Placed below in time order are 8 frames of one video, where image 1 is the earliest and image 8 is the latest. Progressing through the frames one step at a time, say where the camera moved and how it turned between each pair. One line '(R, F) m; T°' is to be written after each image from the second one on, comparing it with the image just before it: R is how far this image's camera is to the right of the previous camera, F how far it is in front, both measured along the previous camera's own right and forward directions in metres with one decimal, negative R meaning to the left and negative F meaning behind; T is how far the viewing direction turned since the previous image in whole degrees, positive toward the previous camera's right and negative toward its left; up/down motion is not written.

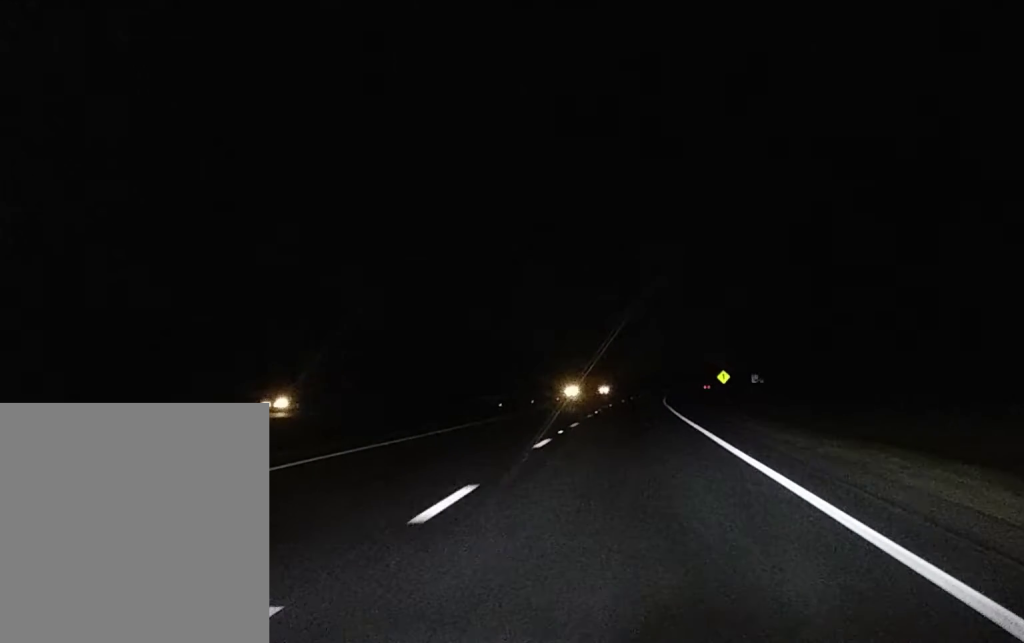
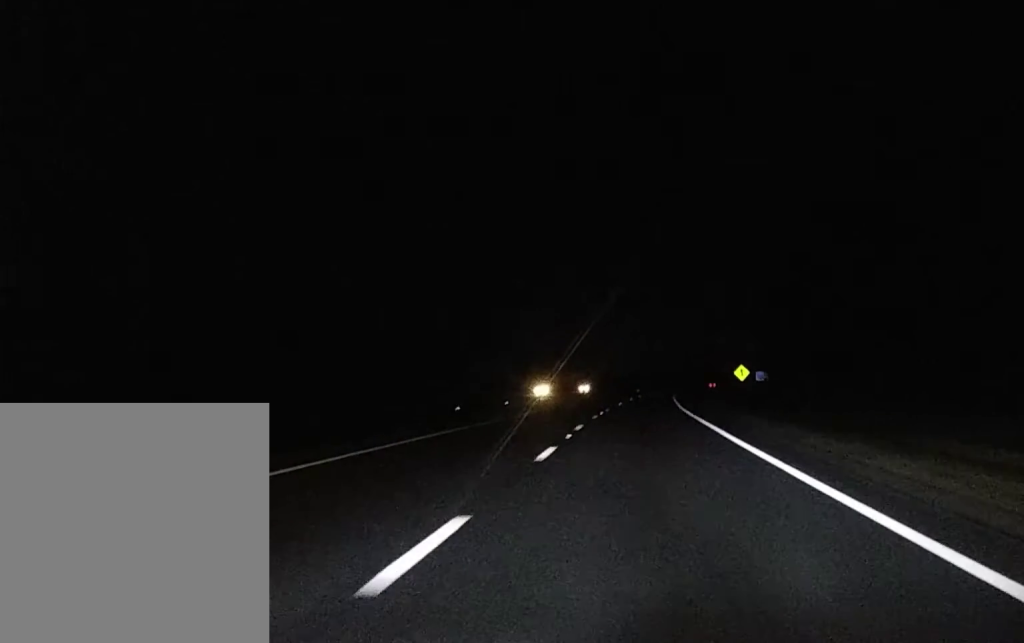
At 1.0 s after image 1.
(0.0, +28.2) m; +1°
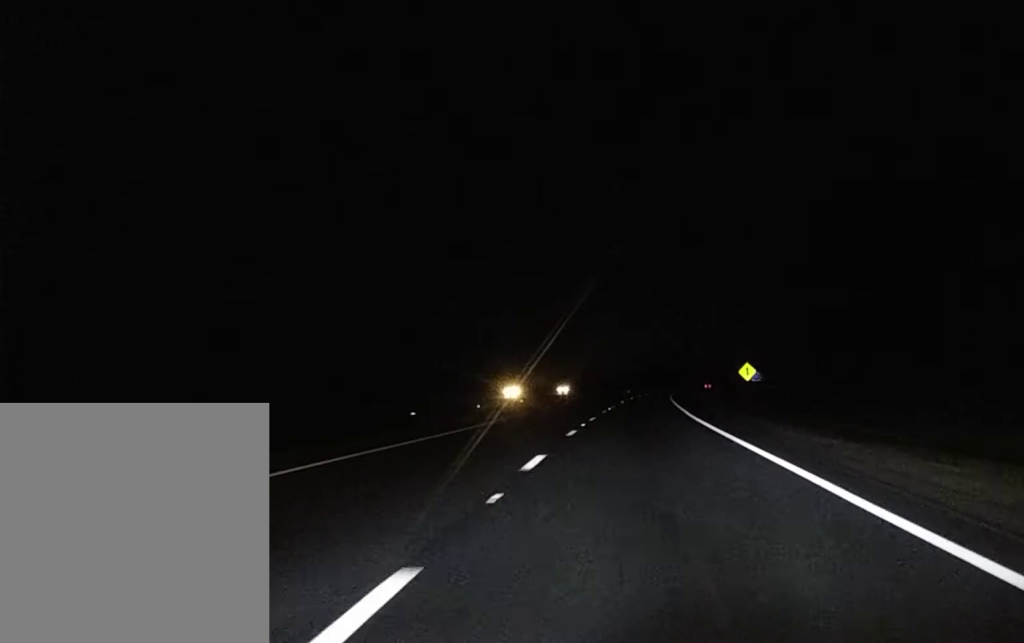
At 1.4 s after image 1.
(-0.1, +13.6) m; +1°
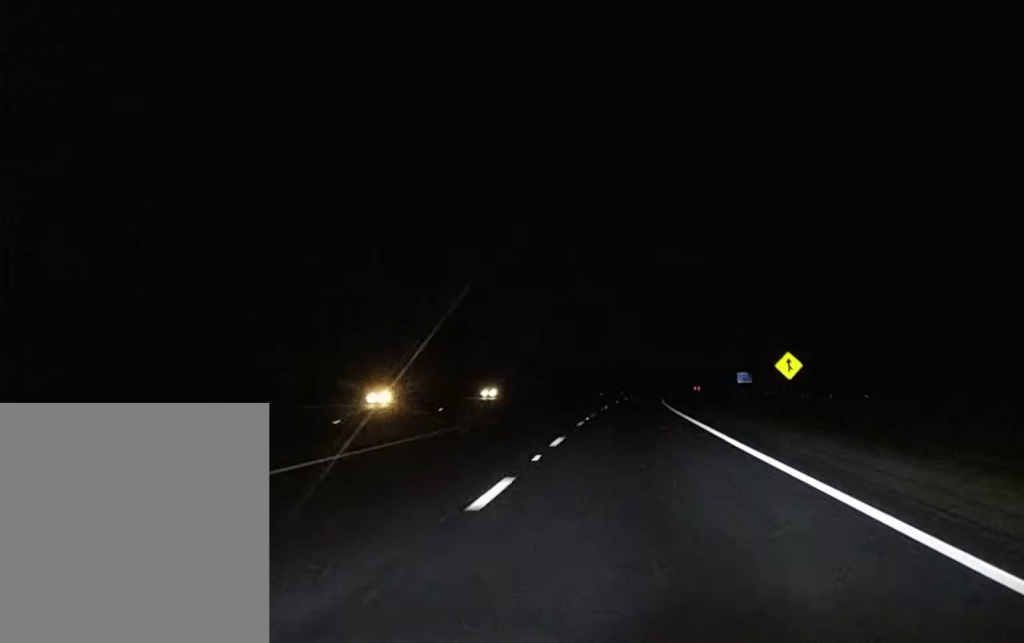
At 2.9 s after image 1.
(+1.2, +42.7) m; +2°
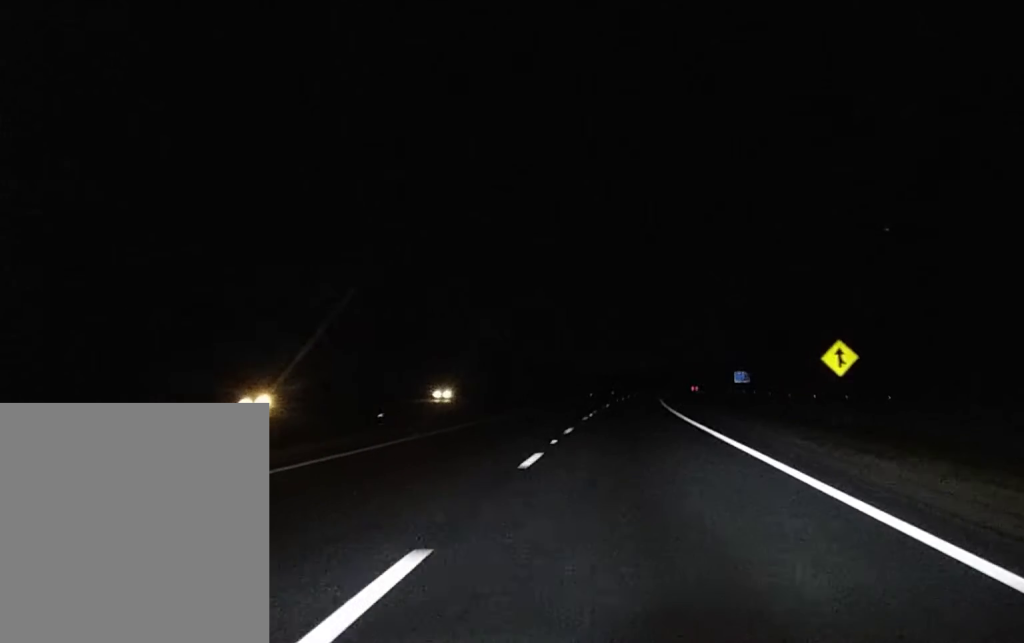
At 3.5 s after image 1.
(+0.1, +17.5) m; 0°
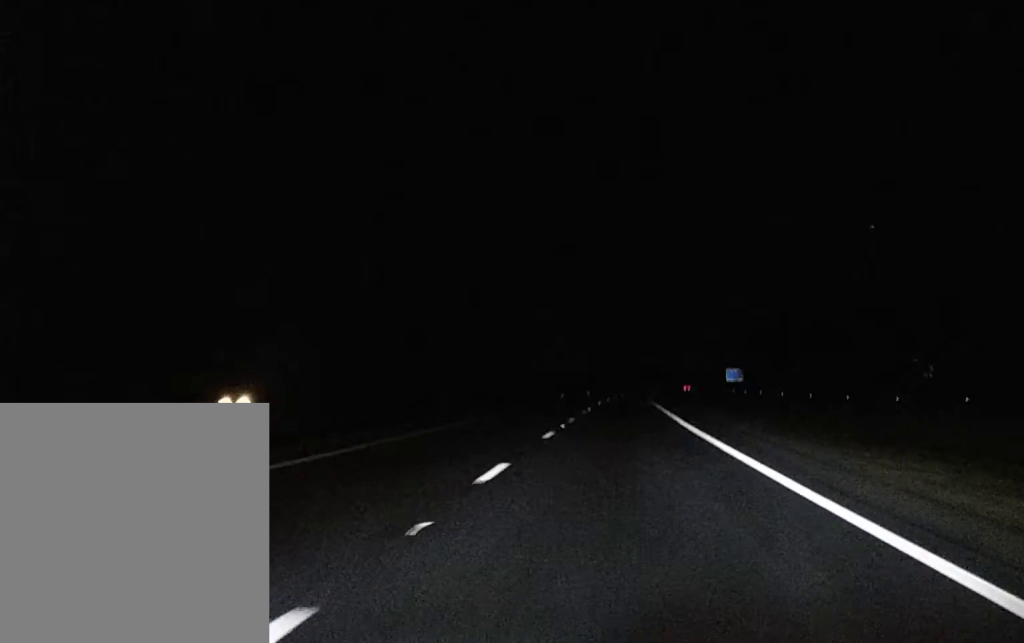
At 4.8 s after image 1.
(+0.1, +38.9) m; 0°
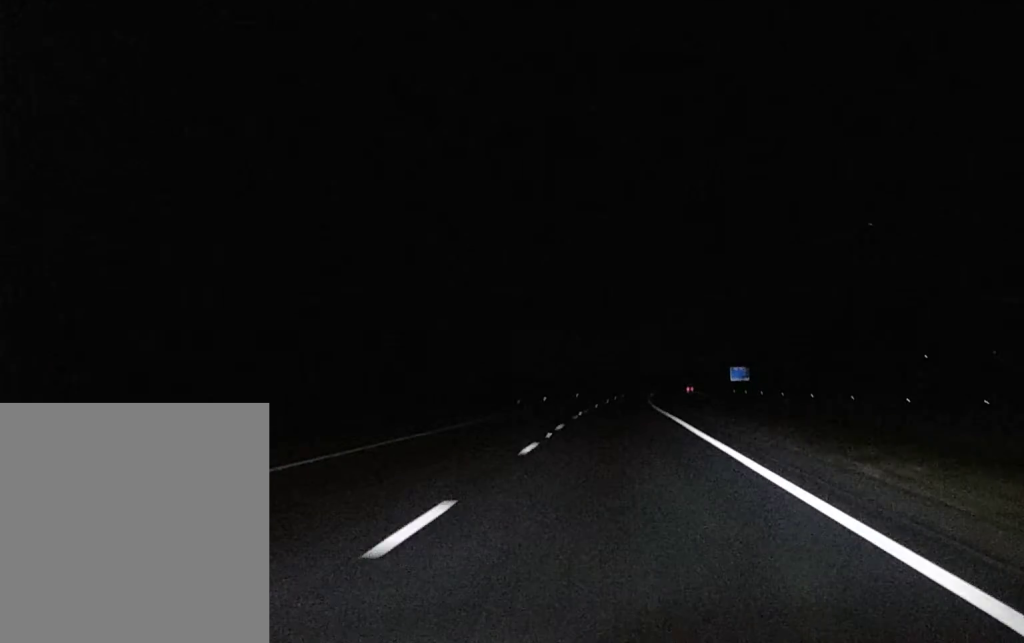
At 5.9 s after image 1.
(+0.1, +31.0) m; 0°
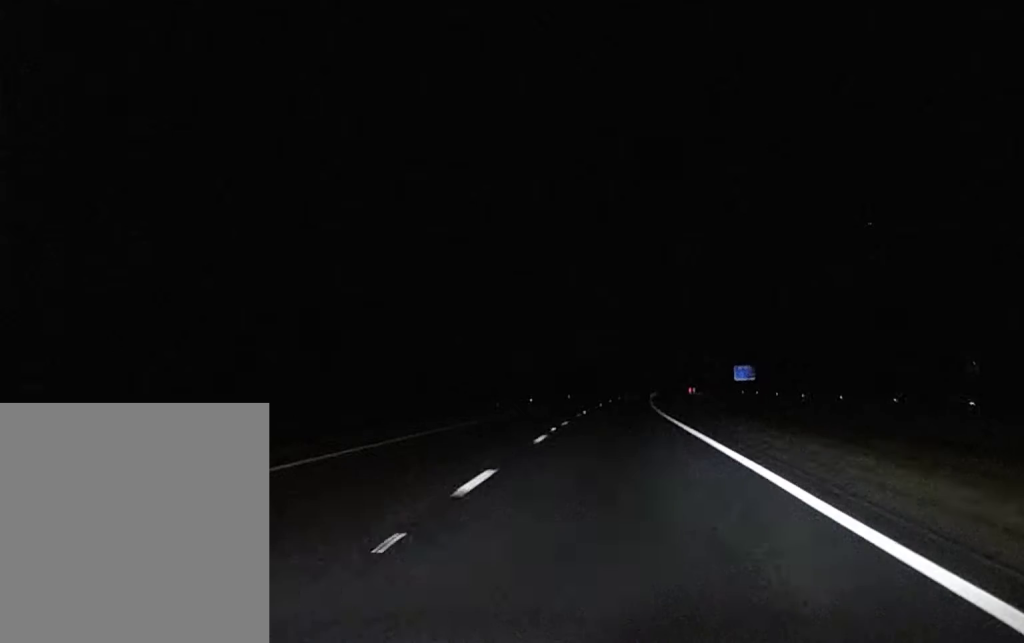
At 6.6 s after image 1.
(0.0, +19.3) m; 0°
